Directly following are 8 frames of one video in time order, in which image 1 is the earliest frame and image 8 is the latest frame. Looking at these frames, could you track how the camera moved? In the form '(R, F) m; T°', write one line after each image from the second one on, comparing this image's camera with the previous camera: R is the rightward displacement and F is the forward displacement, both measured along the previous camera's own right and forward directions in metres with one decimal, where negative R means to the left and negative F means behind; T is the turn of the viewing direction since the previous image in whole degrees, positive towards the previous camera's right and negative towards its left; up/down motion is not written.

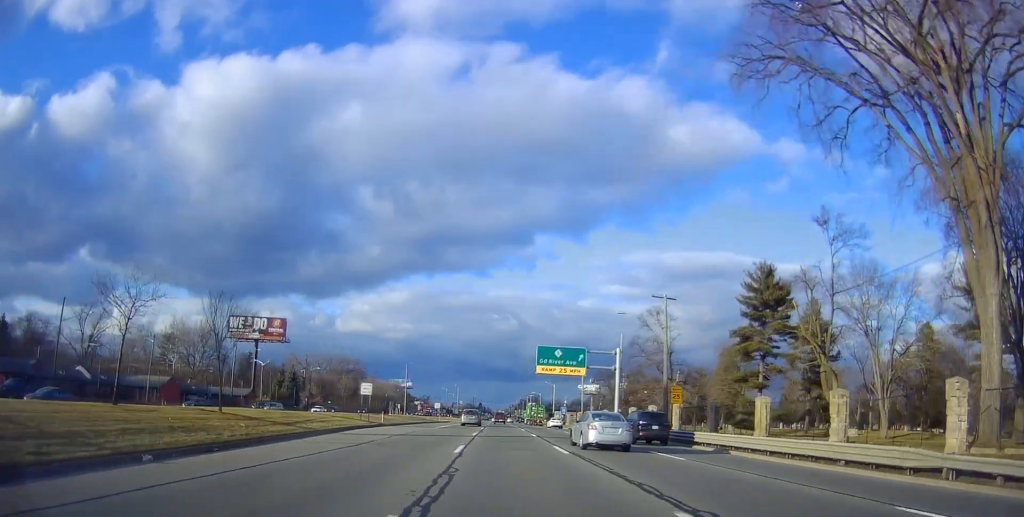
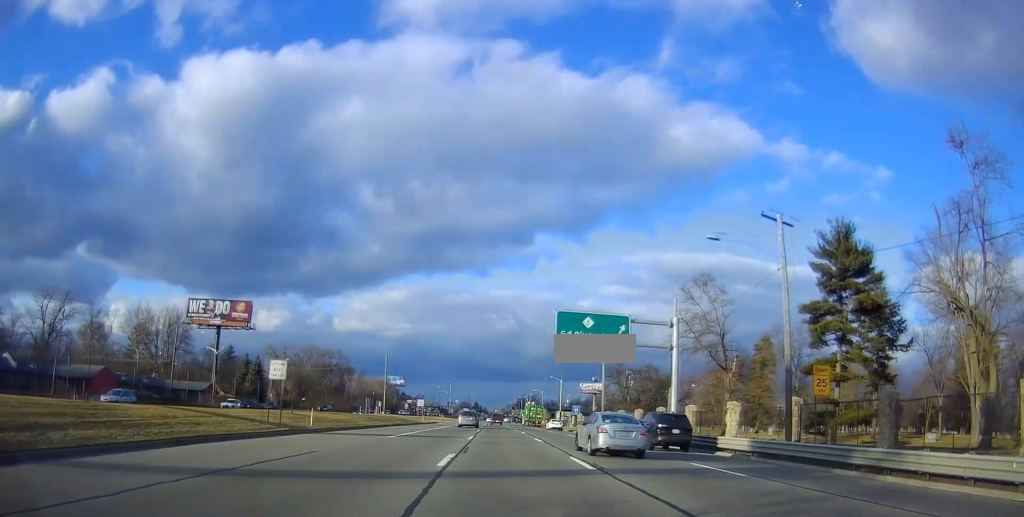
(+0.1, +20.0) m; -1°
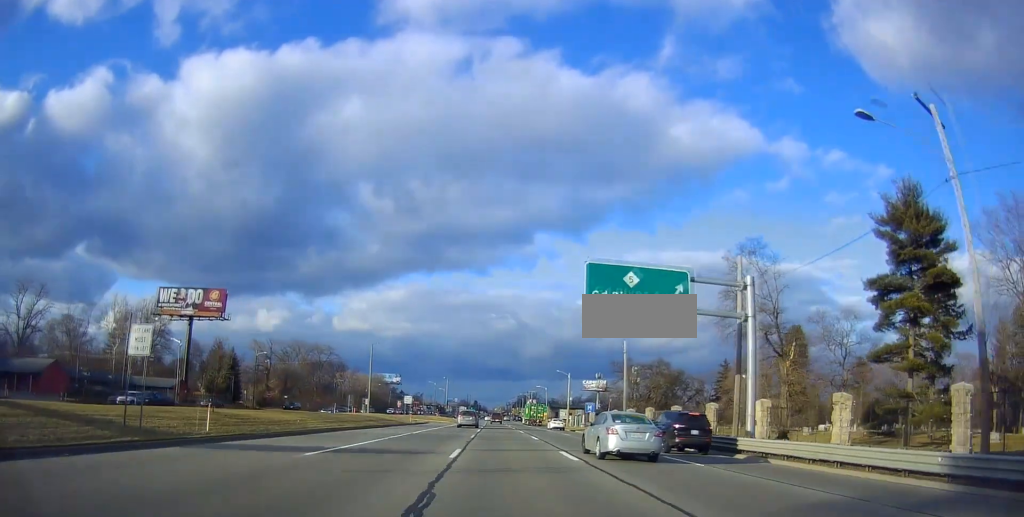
(-0.4, +12.5) m; 0°
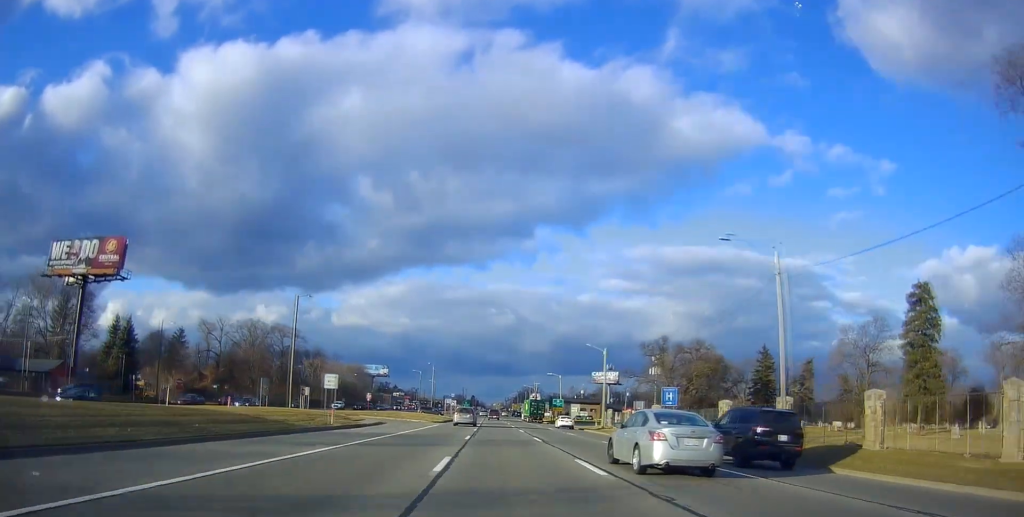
(+0.6, +34.9) m; +1°
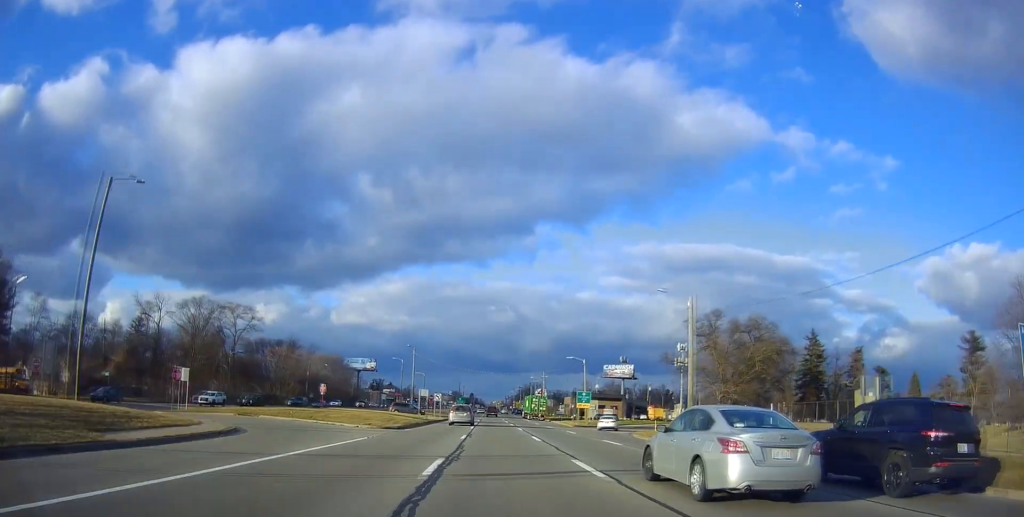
(-0.1, +31.5) m; 0°
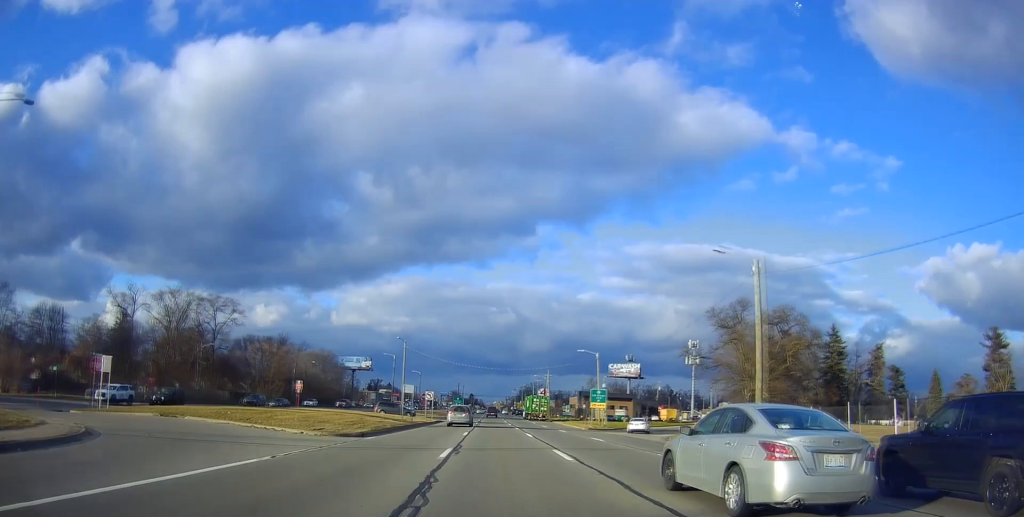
(+0.2, +10.7) m; 0°
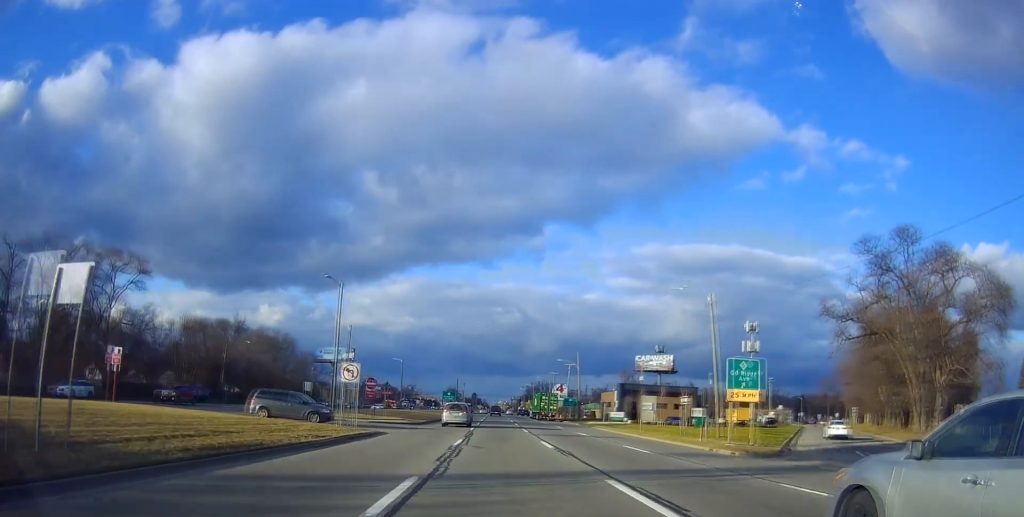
(-1.2, +39.5) m; -1°
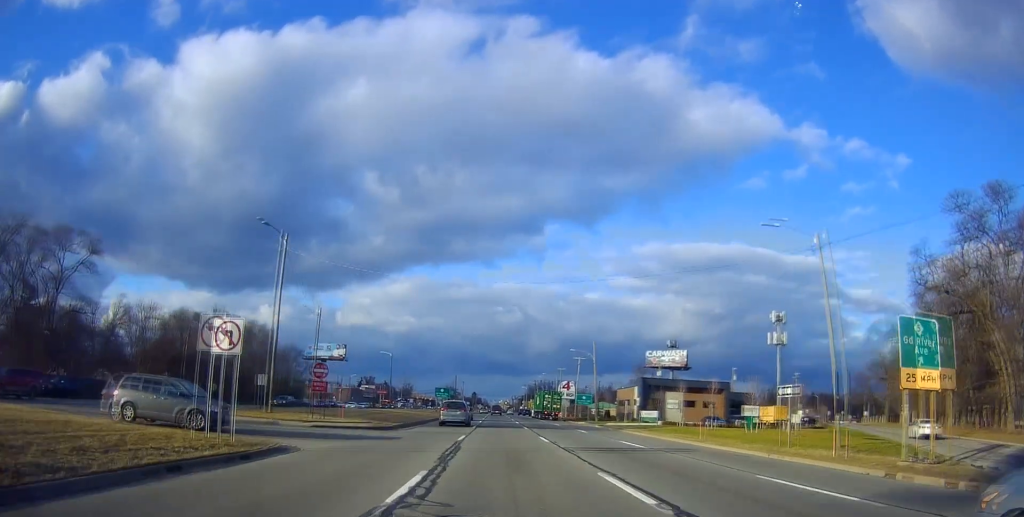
(-0.2, +14.1) m; +1°
